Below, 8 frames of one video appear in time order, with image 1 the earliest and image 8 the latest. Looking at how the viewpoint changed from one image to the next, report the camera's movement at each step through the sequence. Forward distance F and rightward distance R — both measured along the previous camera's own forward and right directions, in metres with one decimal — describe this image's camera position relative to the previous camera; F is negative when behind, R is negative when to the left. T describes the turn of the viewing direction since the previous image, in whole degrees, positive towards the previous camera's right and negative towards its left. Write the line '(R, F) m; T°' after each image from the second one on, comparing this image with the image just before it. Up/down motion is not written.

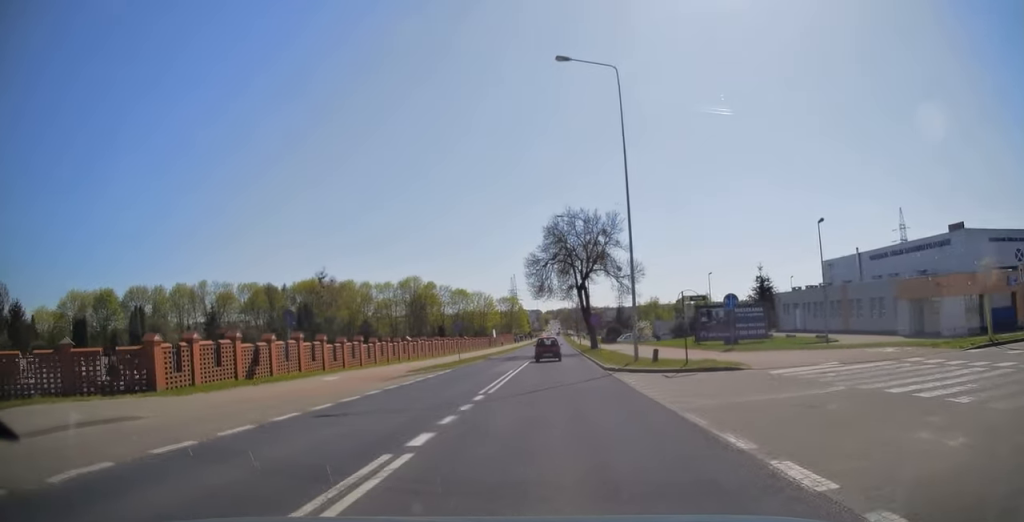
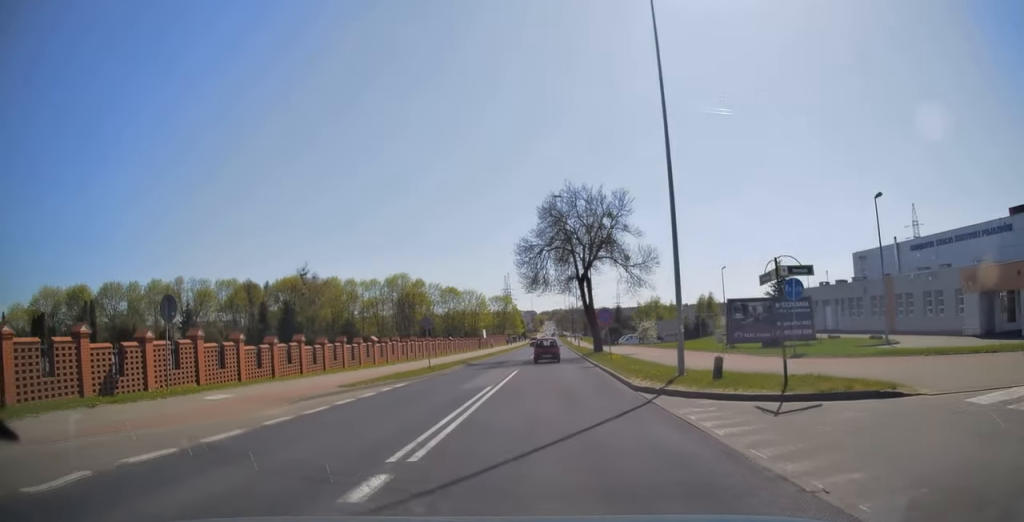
(0.0, +8.6) m; +1°
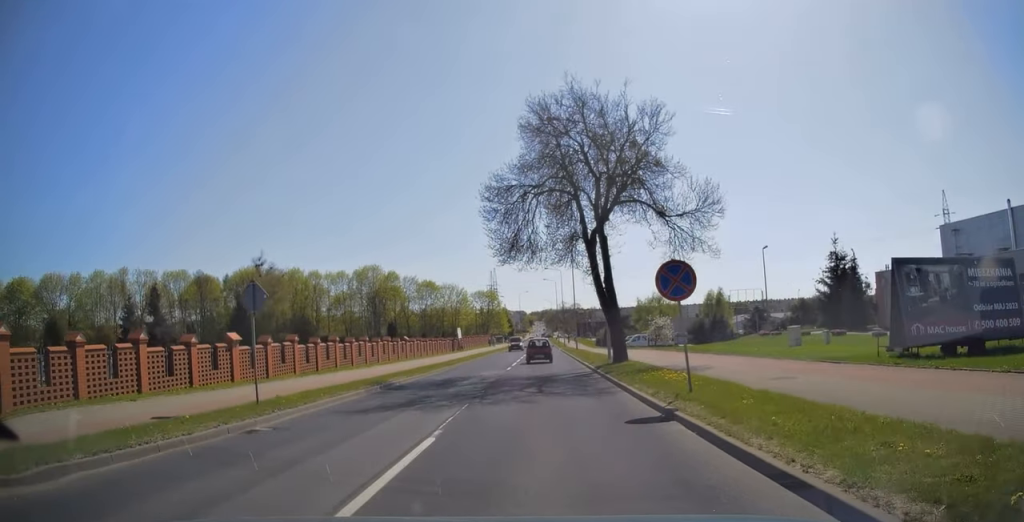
(+0.3, +17.7) m; +1°
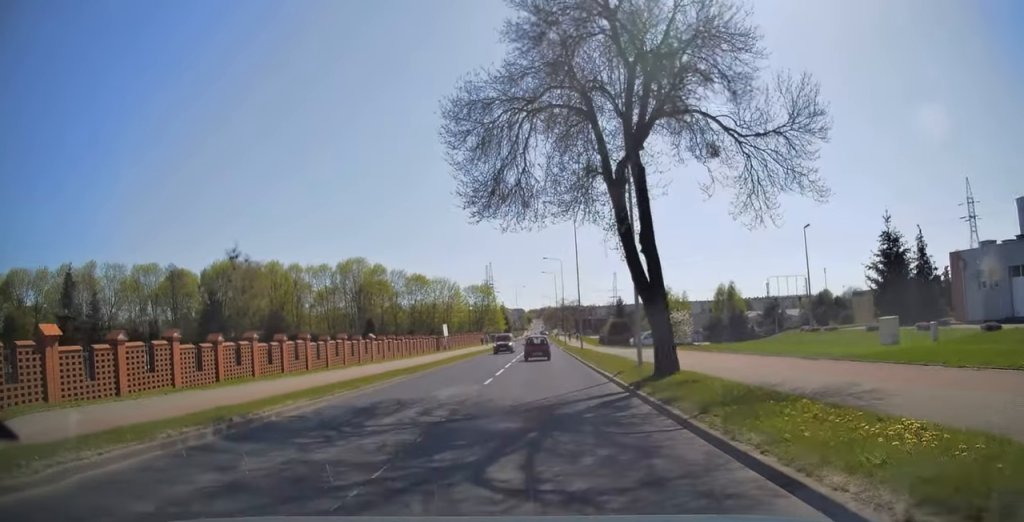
(0.0, +10.0) m; 0°
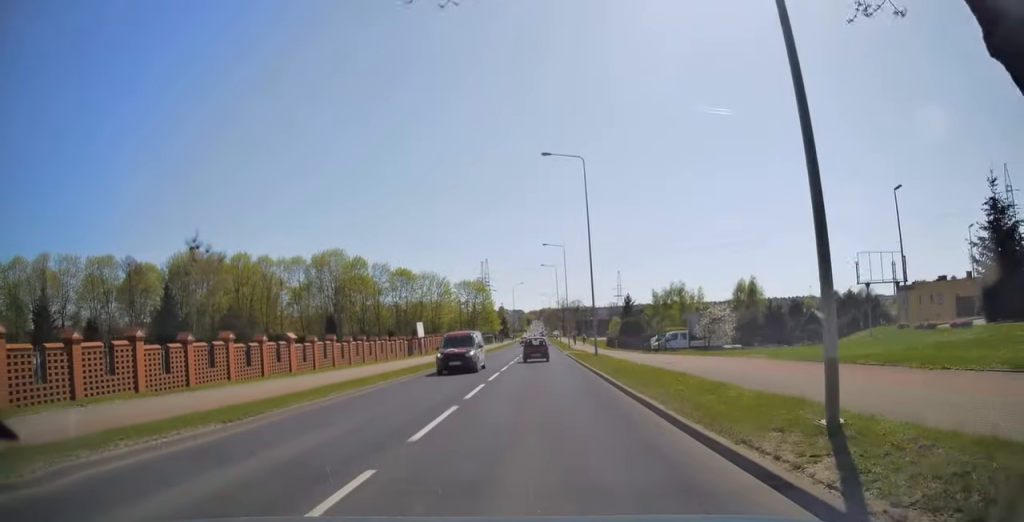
(+0.1, +13.8) m; +1°
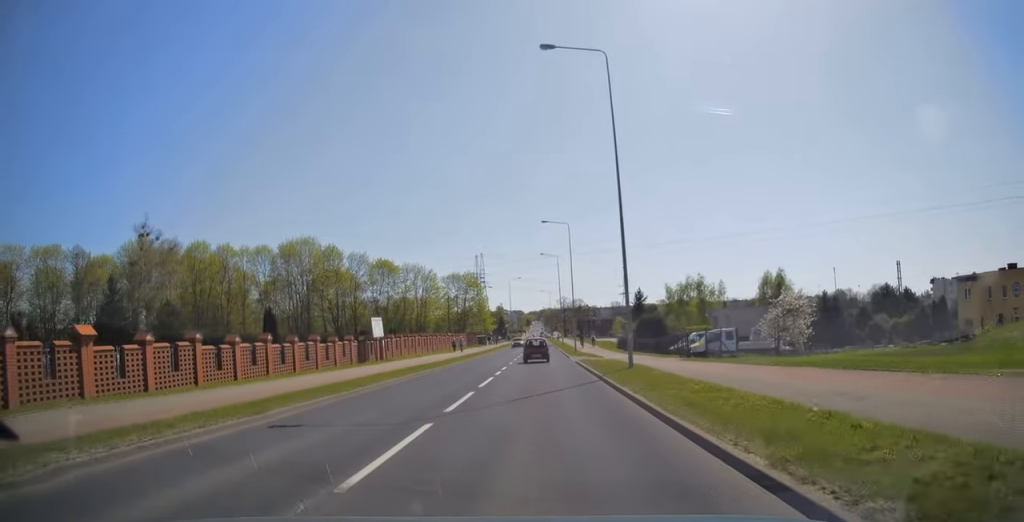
(0.0, +14.4) m; 0°
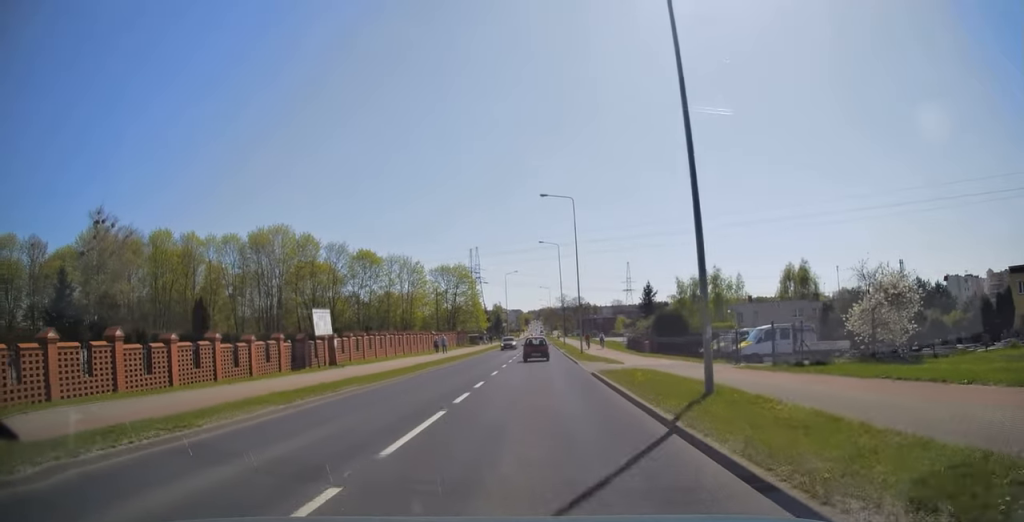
(-0.1, +10.3) m; -1°
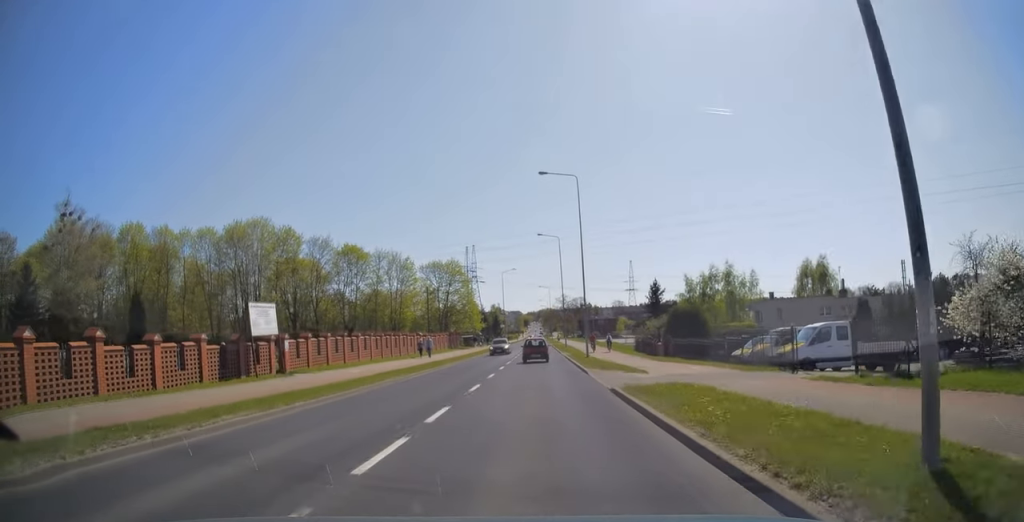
(0.0, +6.8) m; 0°
